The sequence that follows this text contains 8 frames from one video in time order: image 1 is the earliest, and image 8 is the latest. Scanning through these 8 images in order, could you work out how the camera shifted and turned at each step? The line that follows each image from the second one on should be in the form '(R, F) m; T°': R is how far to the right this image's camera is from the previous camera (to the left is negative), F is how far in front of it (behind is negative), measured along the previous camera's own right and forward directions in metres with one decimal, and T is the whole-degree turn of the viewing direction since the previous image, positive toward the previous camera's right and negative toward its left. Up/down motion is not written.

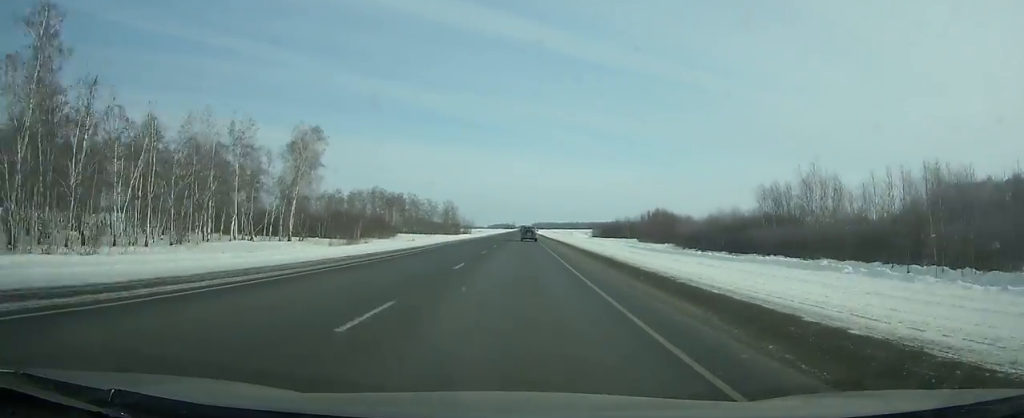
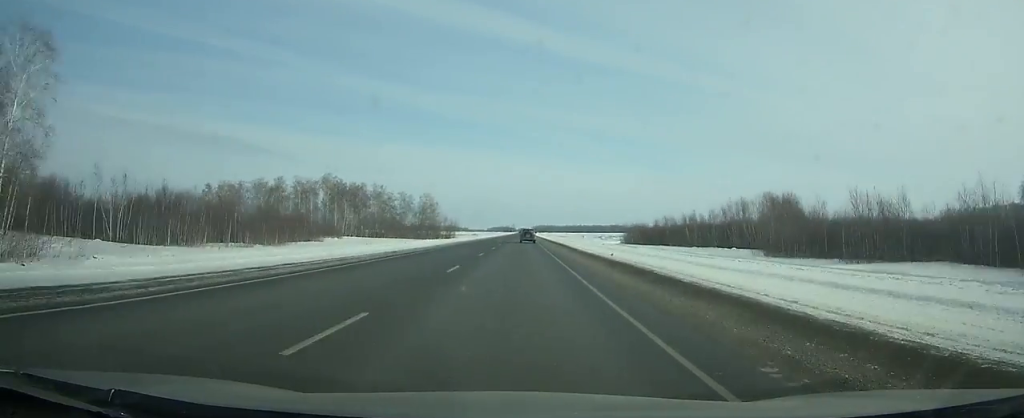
(-0.3, +60.8) m; 0°
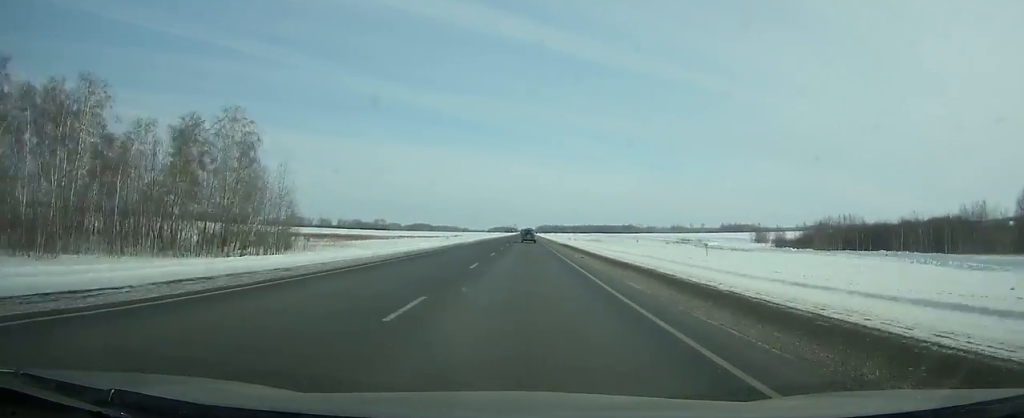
(-0.3, +142.9) m; 0°
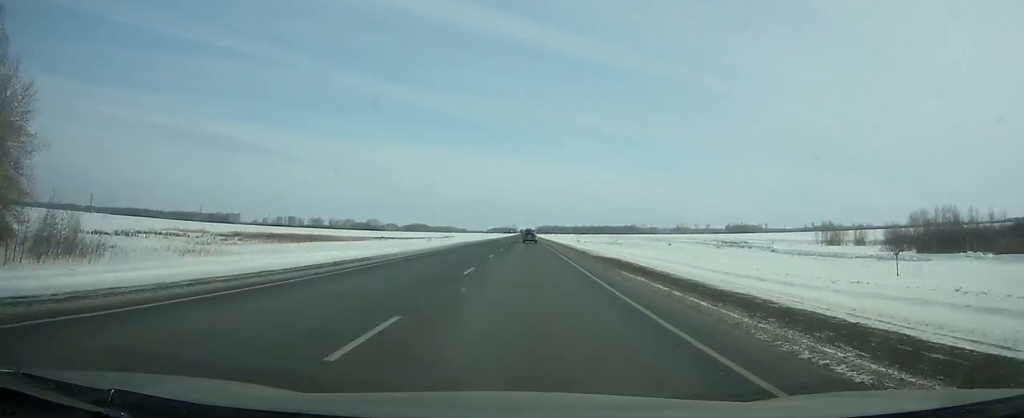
(0.0, +39.7) m; 0°
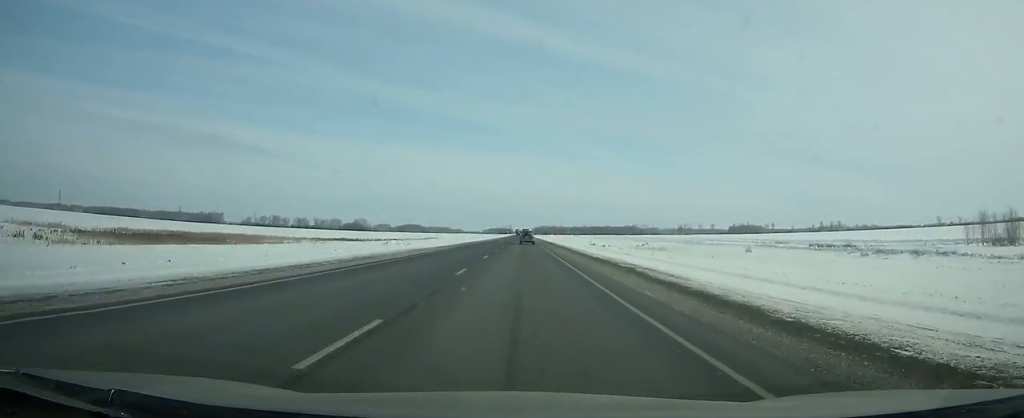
(0.0, +48.4) m; 0°
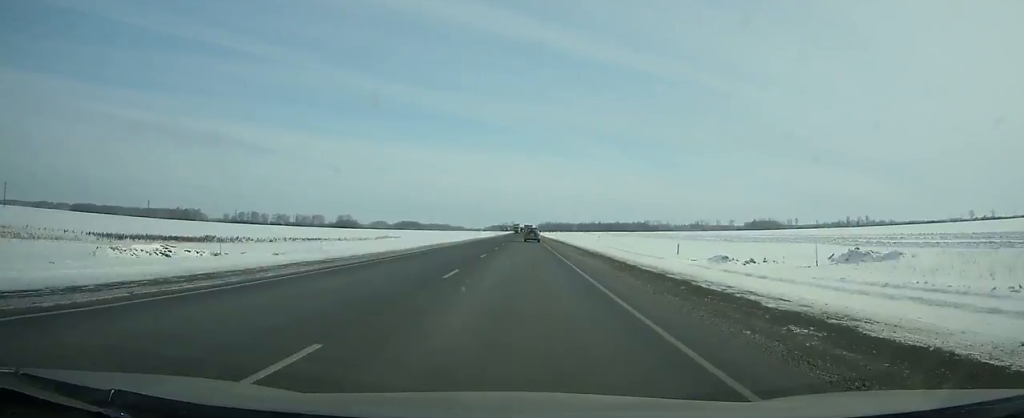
(+0.1, +85.4) m; 0°
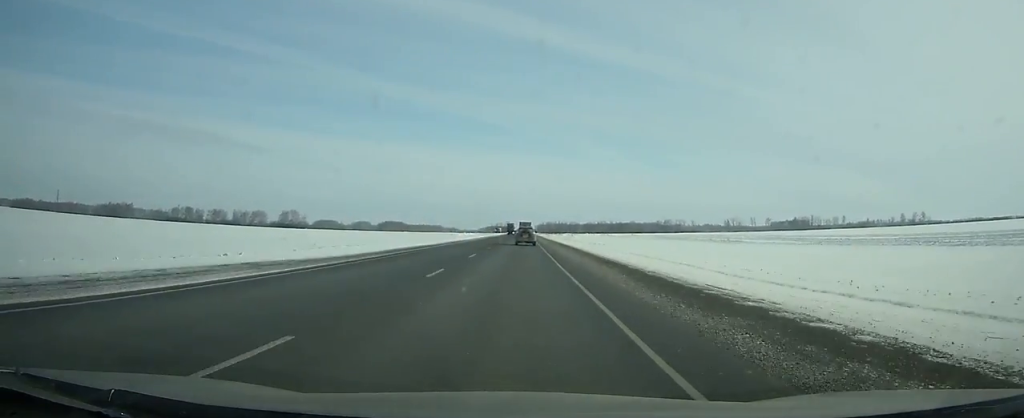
(-0.1, +165.9) m; 0°
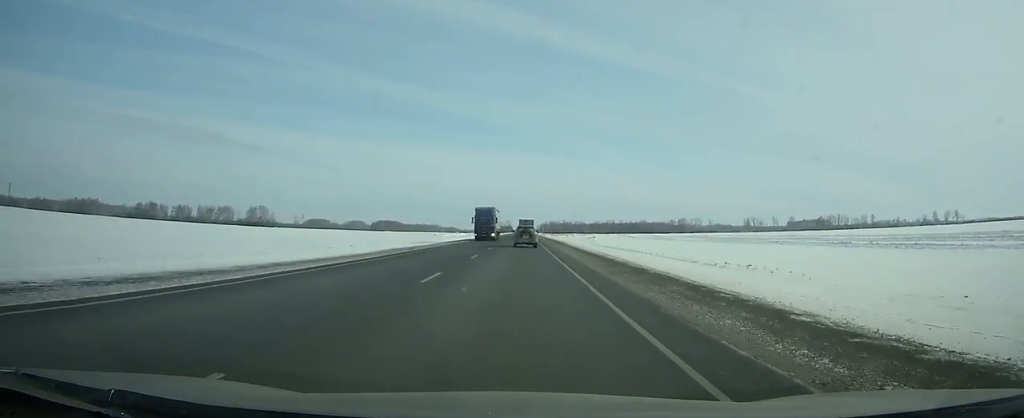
(-0.1, +72.6) m; 0°
